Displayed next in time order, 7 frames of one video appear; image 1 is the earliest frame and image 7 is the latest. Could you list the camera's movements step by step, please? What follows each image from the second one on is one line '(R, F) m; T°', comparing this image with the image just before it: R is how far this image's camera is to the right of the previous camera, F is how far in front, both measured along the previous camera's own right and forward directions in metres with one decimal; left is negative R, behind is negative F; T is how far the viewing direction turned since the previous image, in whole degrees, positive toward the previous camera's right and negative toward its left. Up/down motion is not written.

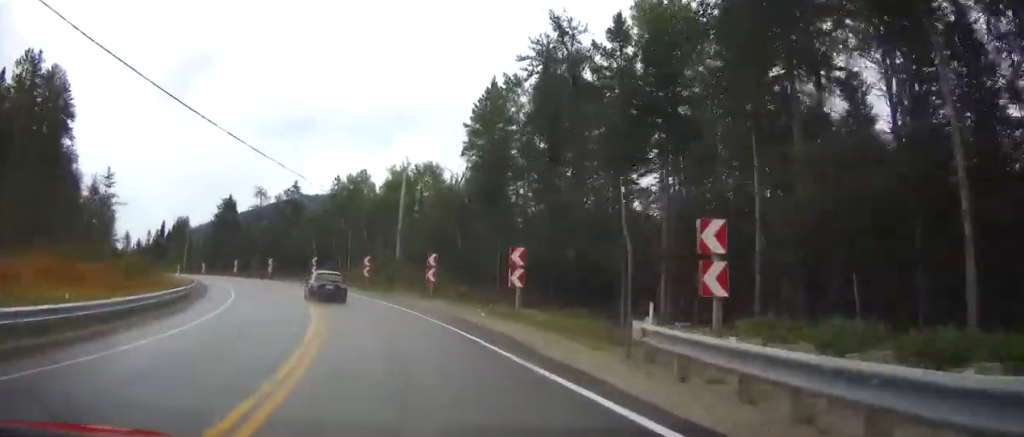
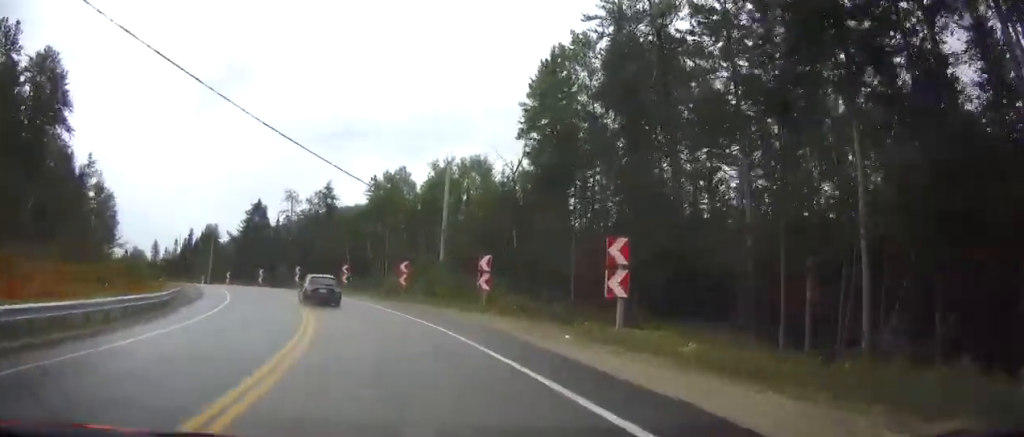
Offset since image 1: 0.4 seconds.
(+0.1, +9.8) m; -3°
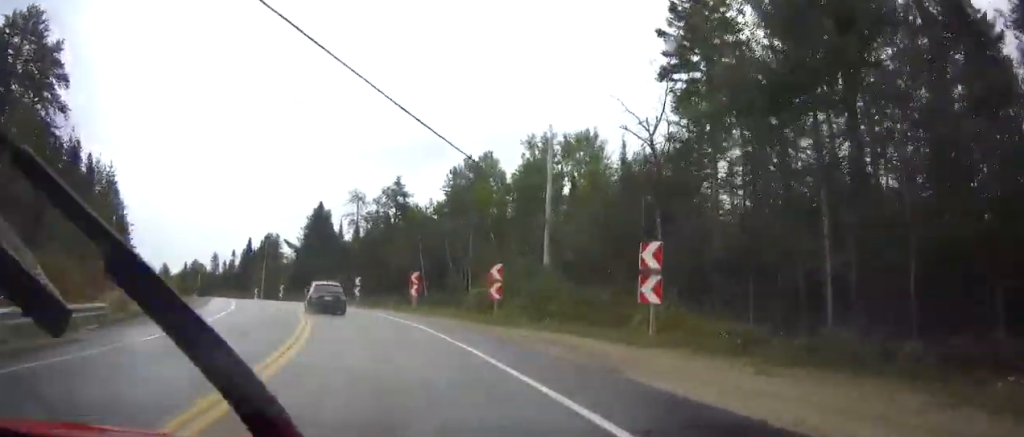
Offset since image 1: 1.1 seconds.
(-0.9, +15.6) m; -6°
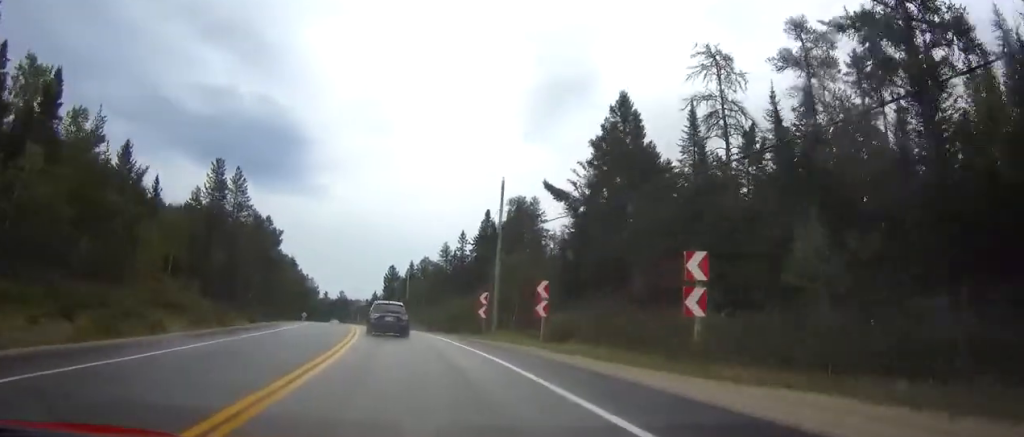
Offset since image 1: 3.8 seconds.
(-12.7, +57.4) m; -25°
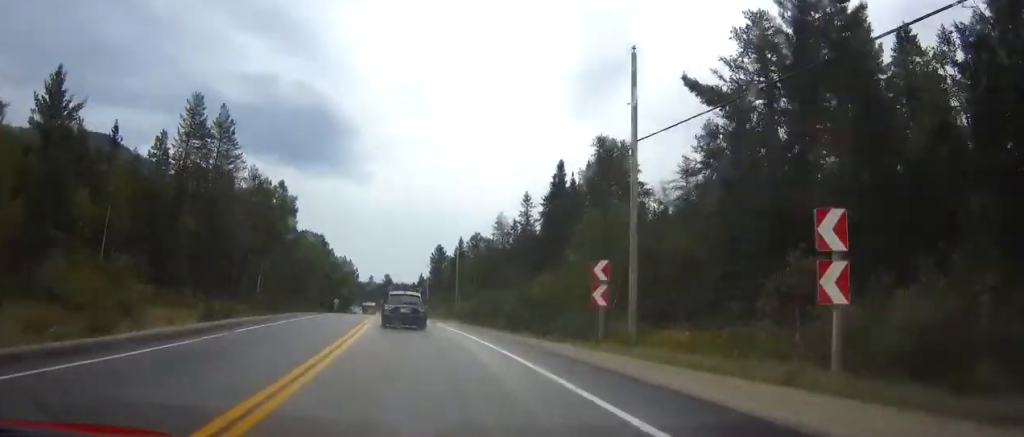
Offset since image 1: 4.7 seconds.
(-1.4, +21.0) m; -6°
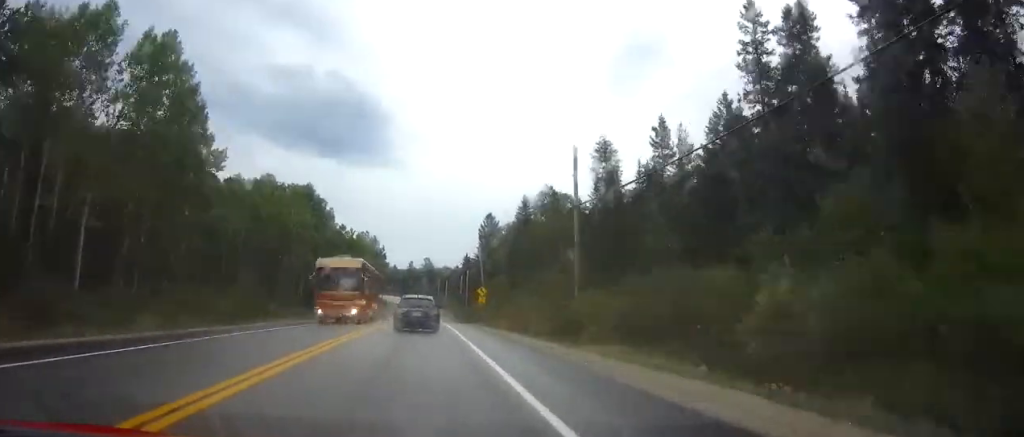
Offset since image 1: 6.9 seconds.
(-3.2, +49.4) m; -6°
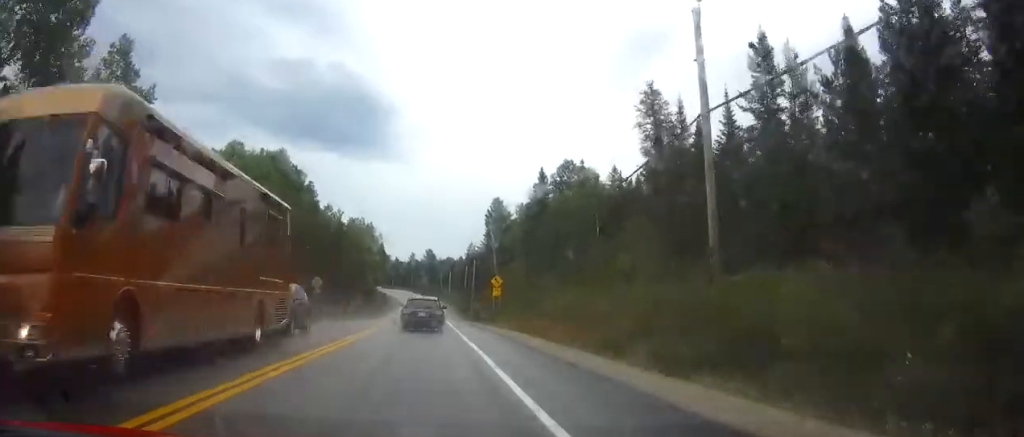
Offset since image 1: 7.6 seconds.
(-0.1, +16.3) m; -1°
